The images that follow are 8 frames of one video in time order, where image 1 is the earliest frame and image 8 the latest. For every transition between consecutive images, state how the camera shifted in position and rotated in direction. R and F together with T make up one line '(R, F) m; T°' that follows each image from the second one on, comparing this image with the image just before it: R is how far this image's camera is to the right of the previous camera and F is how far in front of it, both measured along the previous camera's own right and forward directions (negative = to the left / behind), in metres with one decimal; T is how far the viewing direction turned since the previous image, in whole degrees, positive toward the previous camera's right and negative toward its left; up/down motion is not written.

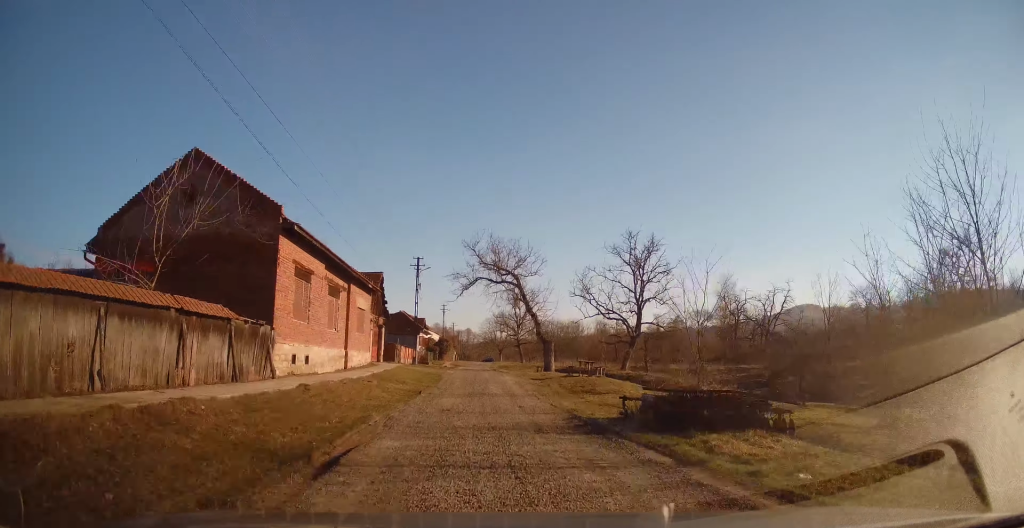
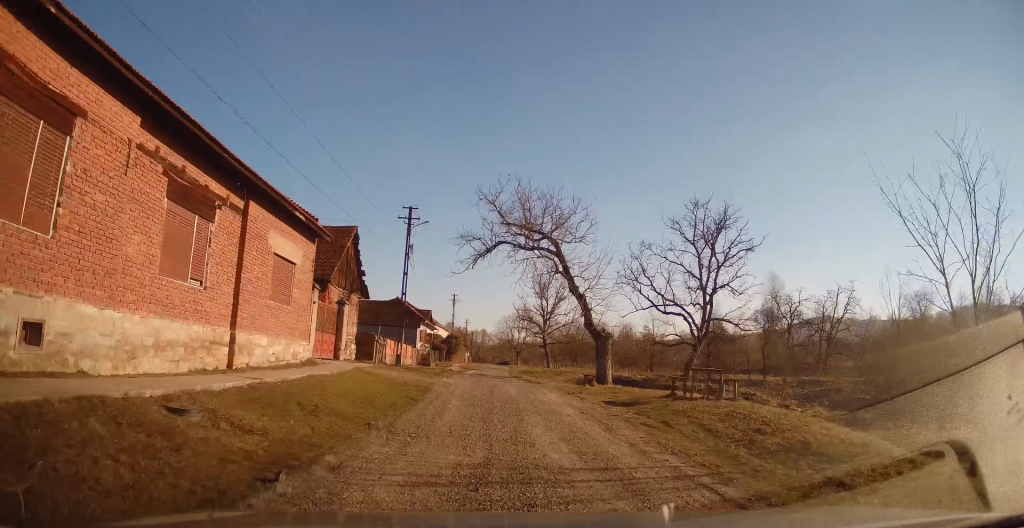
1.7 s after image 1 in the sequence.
(0.0, +13.4) m; +1°
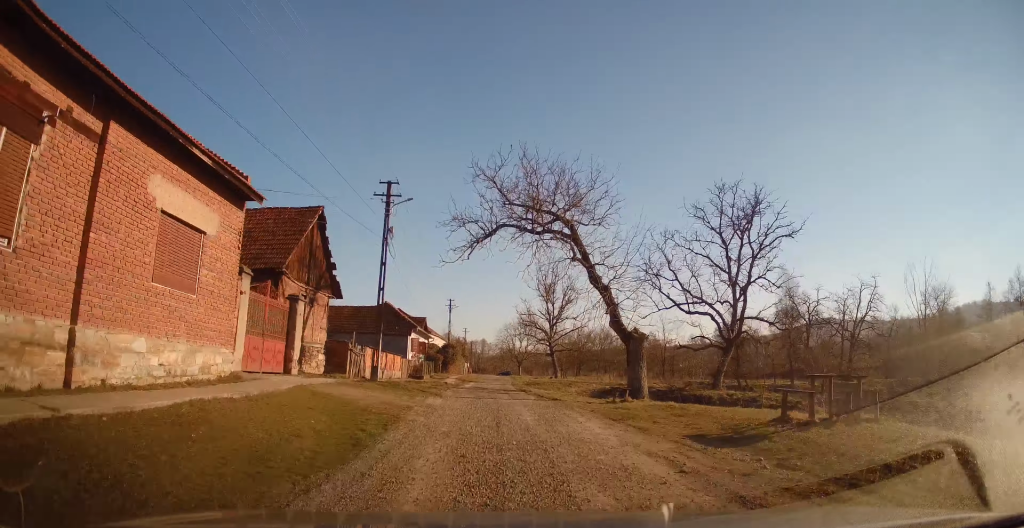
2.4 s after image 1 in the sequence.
(+0.1, +5.6) m; 0°
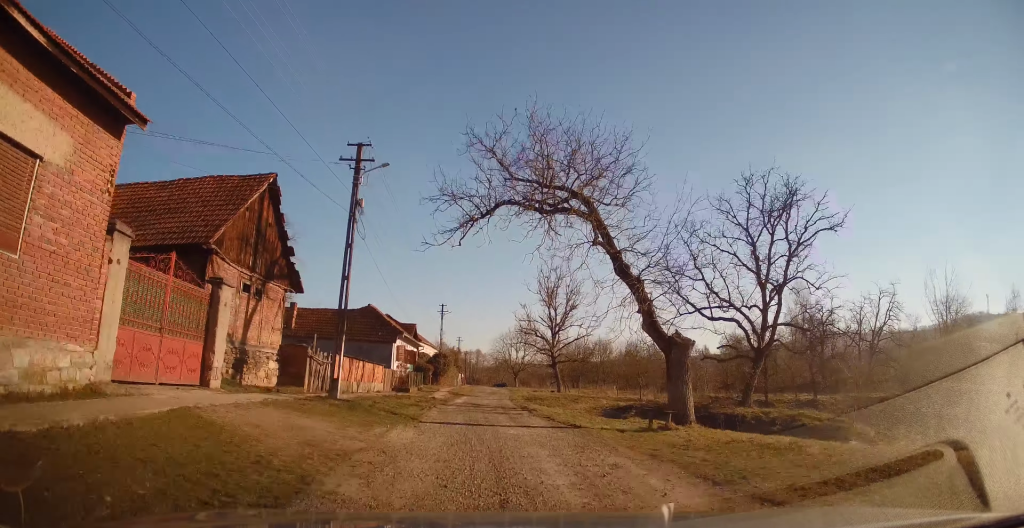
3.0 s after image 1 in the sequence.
(+0.2, +4.8) m; 0°
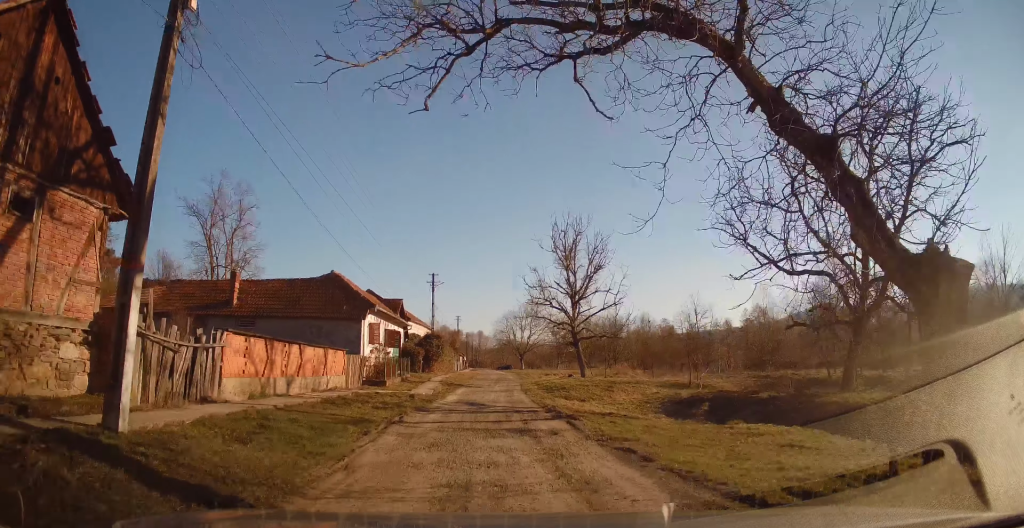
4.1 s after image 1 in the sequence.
(-0.3, +9.6) m; 0°
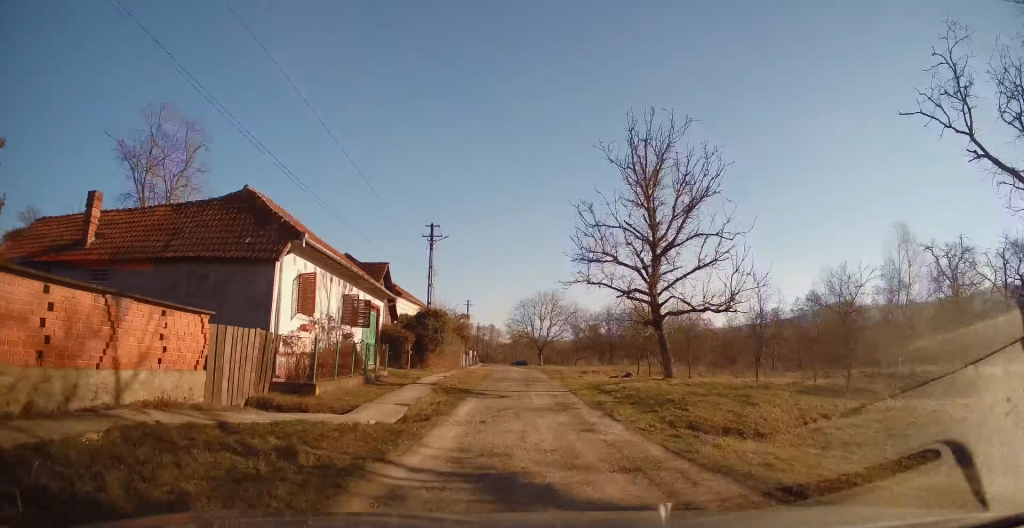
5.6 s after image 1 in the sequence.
(+0.1, +13.4) m; -2°
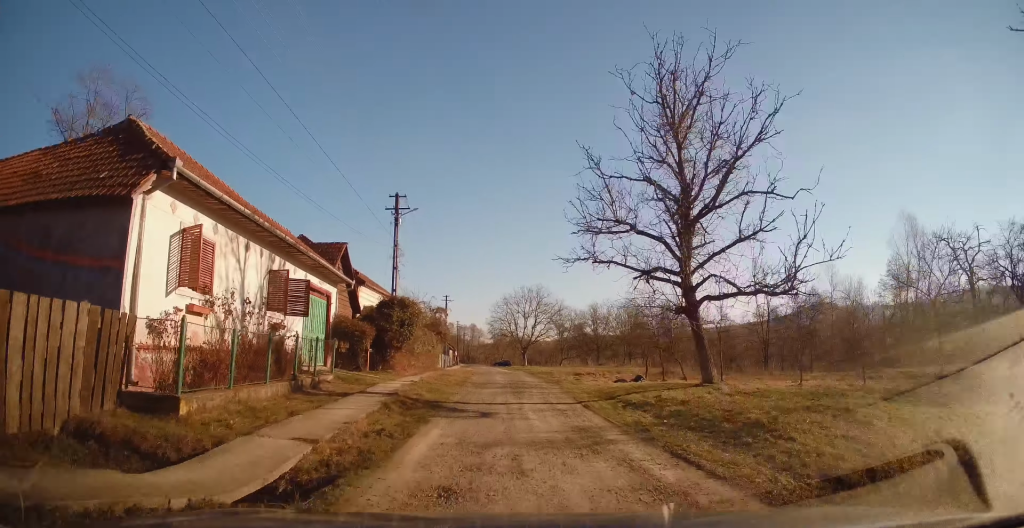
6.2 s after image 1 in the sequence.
(-0.1, +5.6) m; -1°
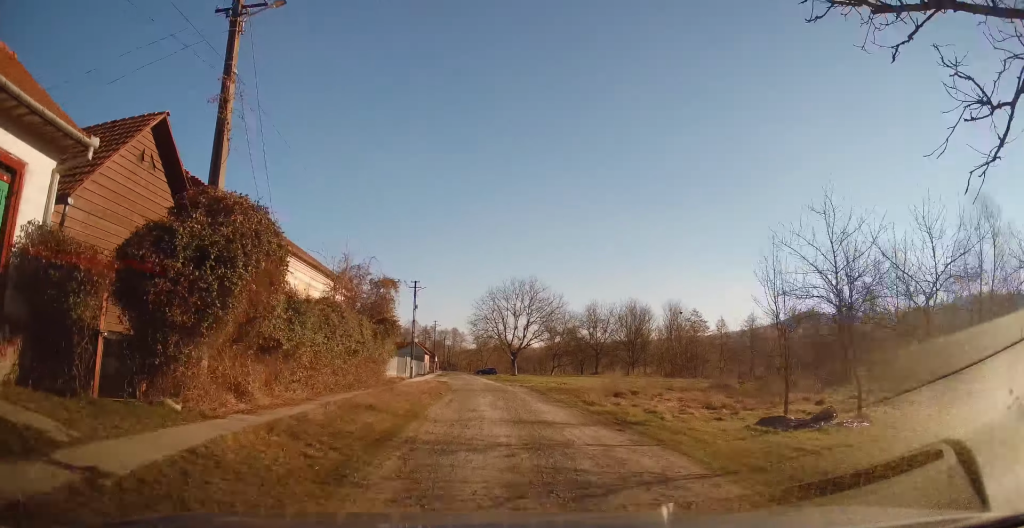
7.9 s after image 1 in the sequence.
(+0.6, +15.8) m; +4°
